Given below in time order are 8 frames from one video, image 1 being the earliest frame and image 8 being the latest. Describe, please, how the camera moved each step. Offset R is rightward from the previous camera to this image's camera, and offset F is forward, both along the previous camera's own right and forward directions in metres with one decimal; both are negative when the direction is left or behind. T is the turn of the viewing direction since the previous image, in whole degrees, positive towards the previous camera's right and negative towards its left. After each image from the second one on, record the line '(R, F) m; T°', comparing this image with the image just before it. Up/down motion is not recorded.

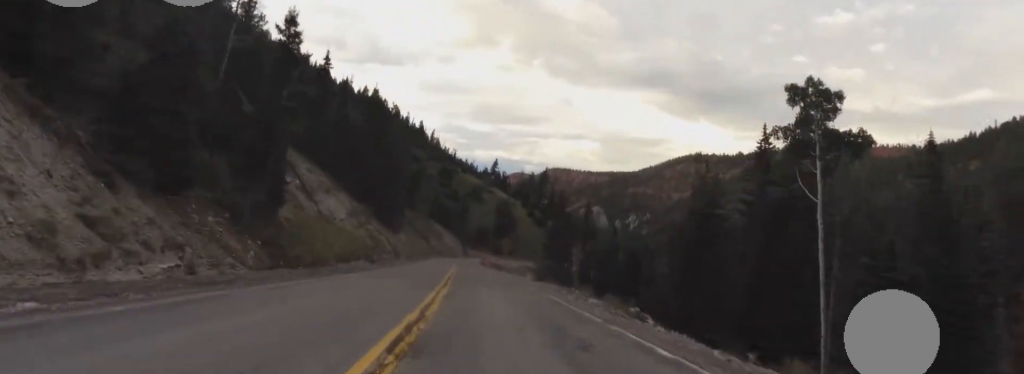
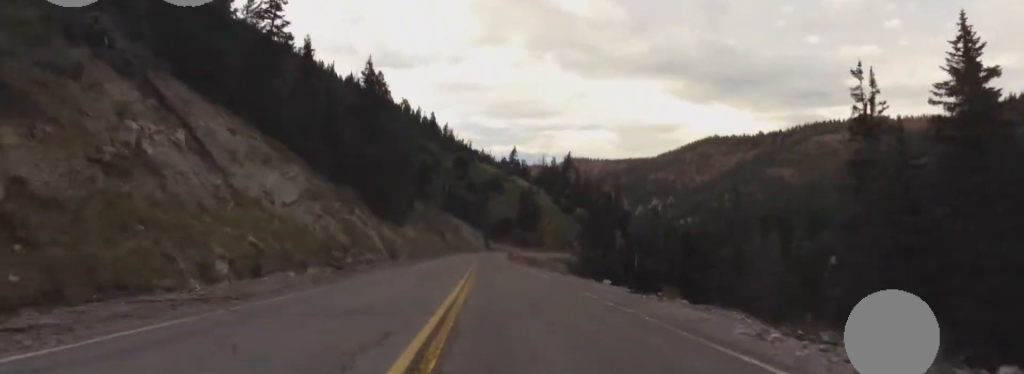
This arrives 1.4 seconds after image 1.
(-0.9, +22.7) m; 0°
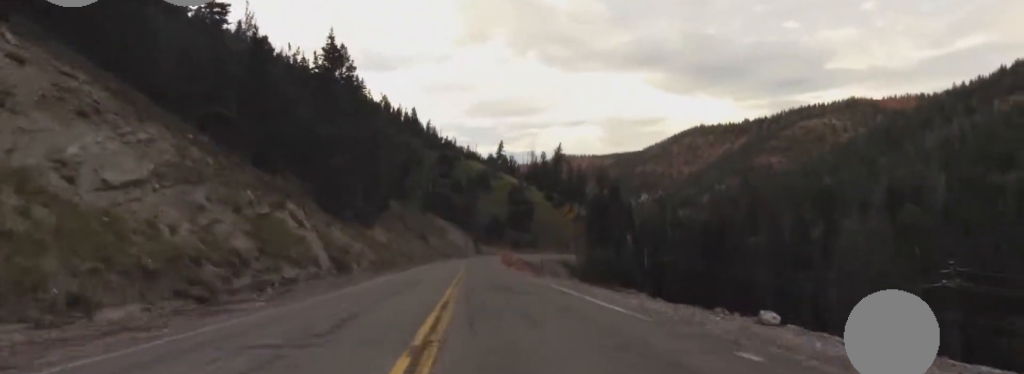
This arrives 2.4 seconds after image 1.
(+0.8, +16.2) m; 0°
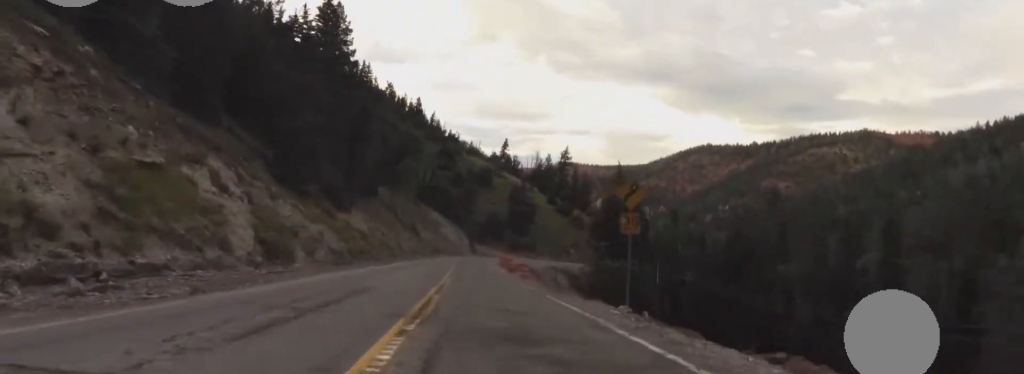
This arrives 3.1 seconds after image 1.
(-0.6, +11.7) m; -3°
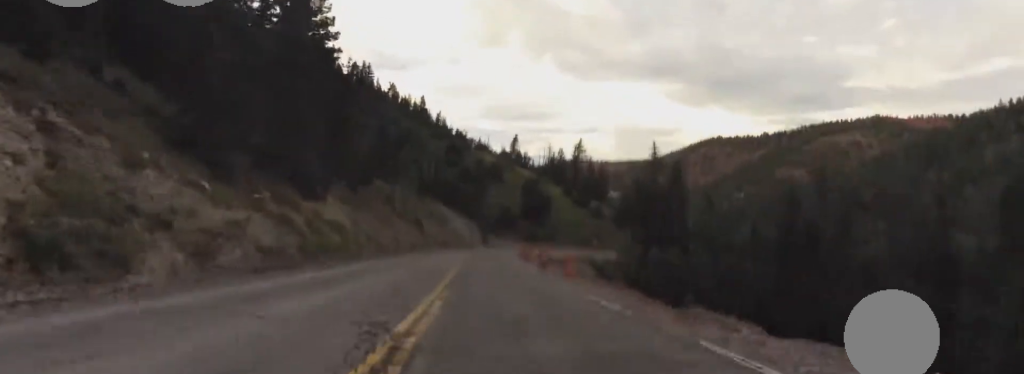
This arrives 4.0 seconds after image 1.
(0.0, +14.2) m; 0°
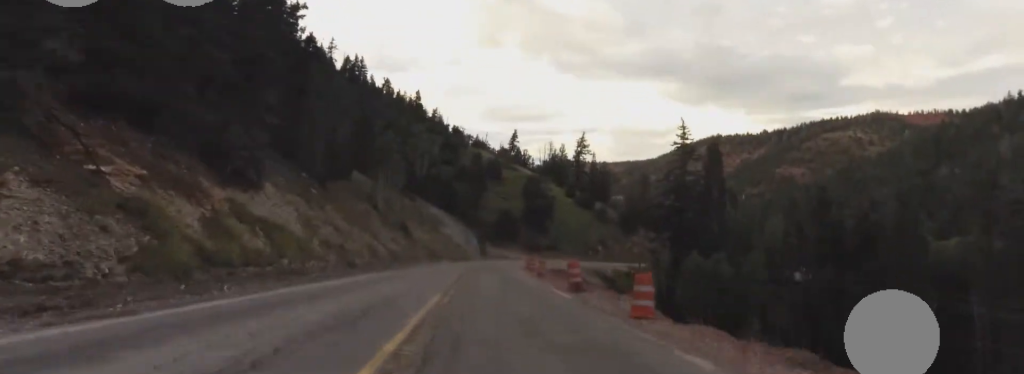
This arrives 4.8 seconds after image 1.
(0.0, +12.4) m; +3°
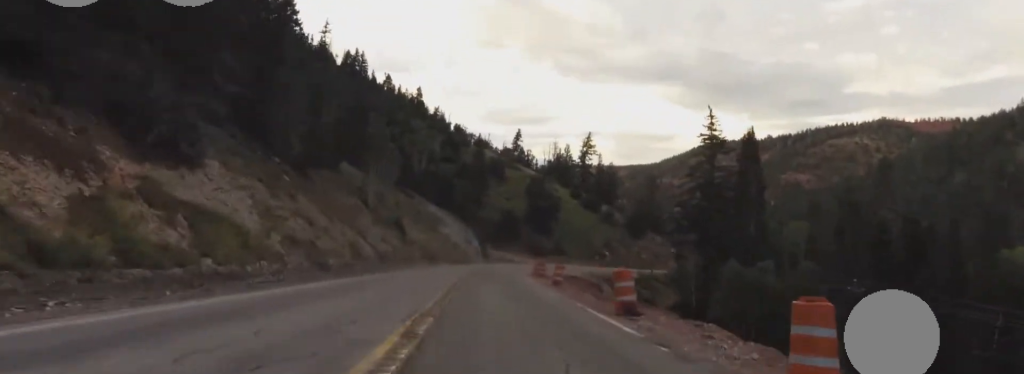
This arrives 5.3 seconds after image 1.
(0.0, +7.2) m; +2°
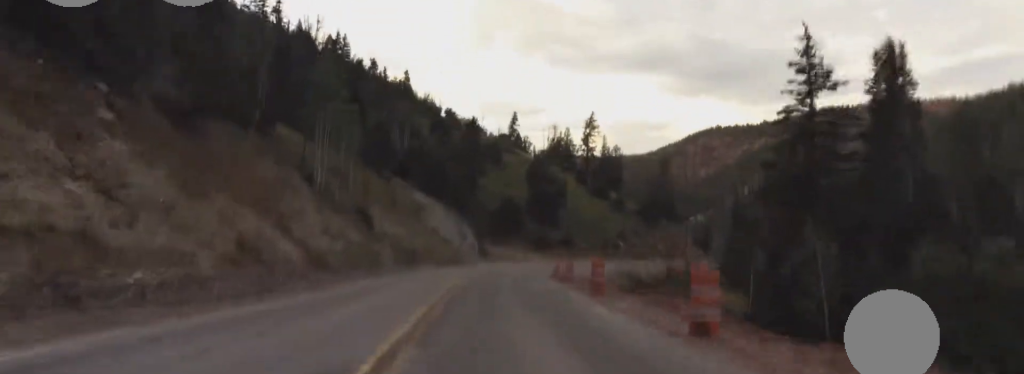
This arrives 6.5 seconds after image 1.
(+0.8, +18.7) m; +1°
